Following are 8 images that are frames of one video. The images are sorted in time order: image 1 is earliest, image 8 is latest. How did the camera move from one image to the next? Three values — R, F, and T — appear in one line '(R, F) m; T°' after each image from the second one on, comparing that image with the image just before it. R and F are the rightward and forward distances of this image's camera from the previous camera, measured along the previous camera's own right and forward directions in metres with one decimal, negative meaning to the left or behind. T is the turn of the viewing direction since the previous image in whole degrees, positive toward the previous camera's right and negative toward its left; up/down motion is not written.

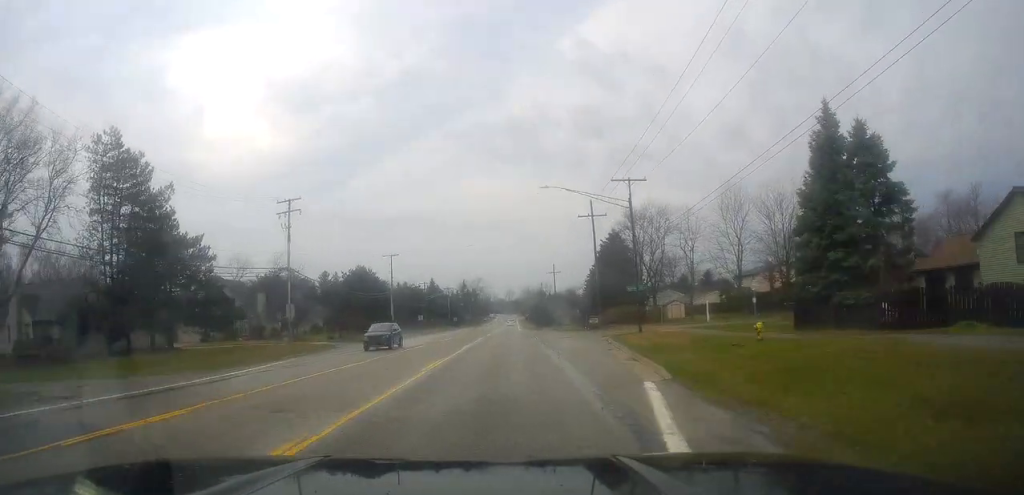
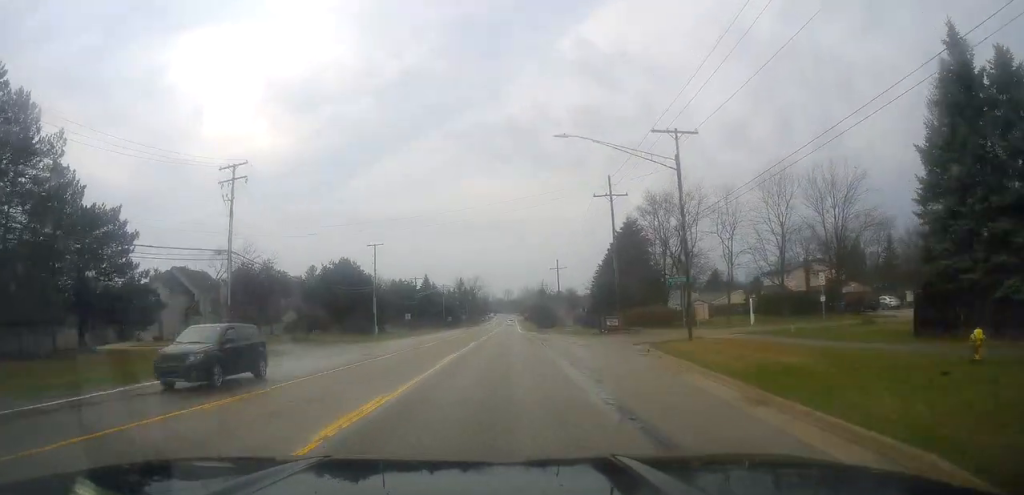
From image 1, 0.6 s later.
(0.0, +10.9) m; 0°
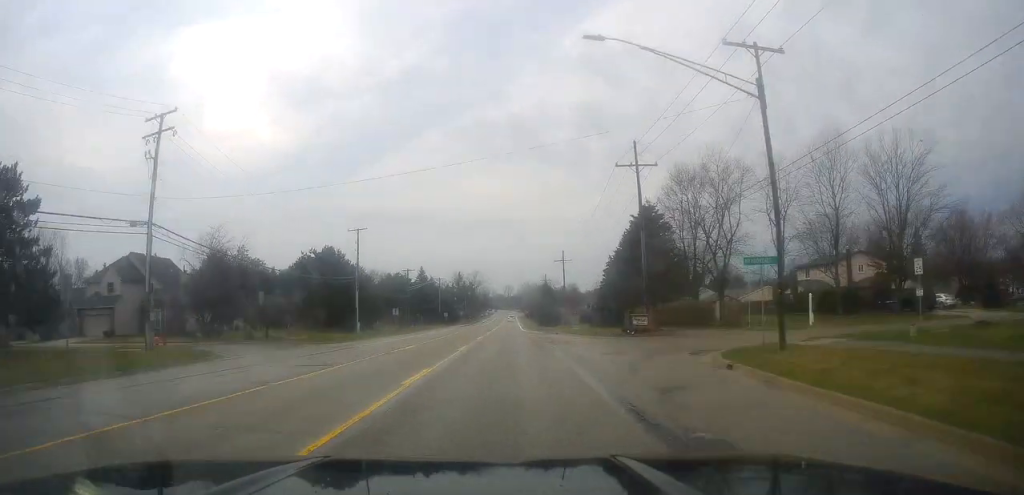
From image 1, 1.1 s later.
(+0.1, +9.7) m; -1°
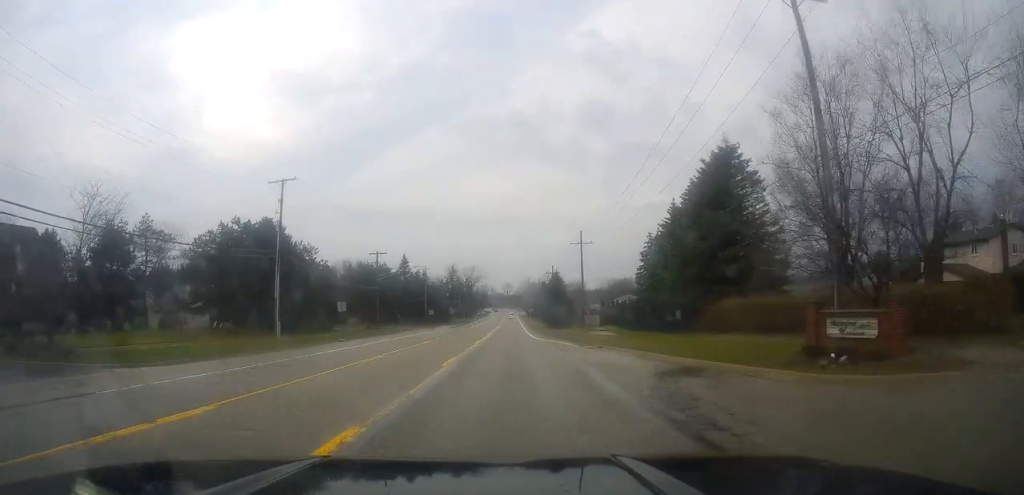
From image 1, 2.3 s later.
(-0.5, +24.4) m; -1°
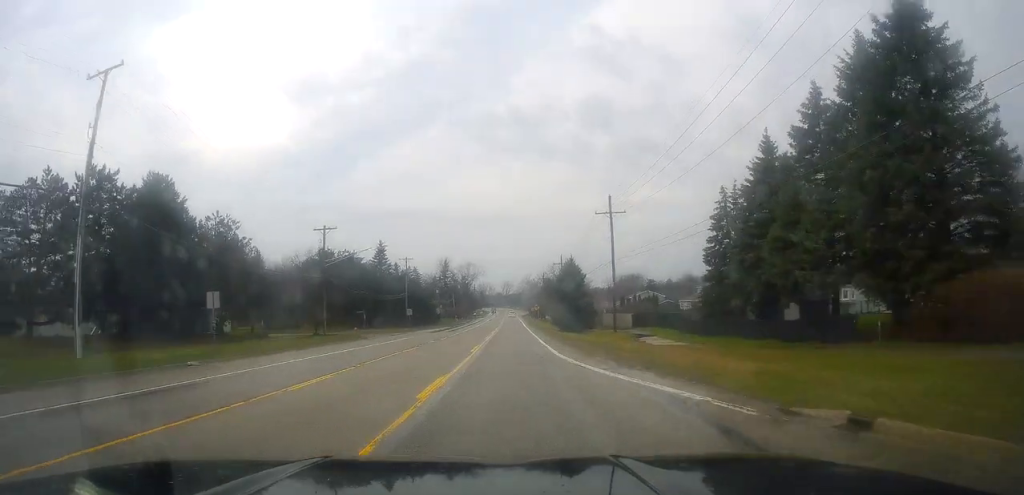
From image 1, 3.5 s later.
(+0.3, +22.8) m; +1°
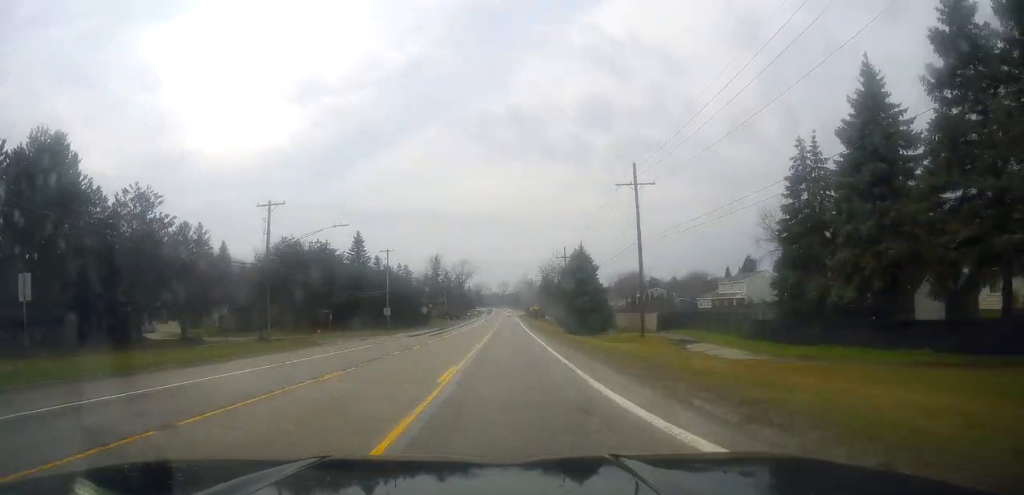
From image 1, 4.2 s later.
(0.0, +12.8) m; 0°
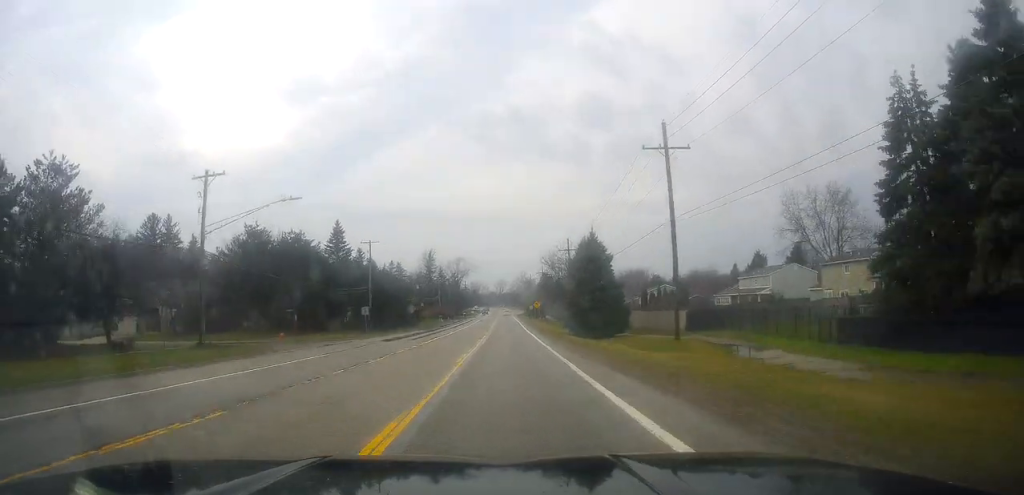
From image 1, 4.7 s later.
(0.0, +9.6) m; 0°
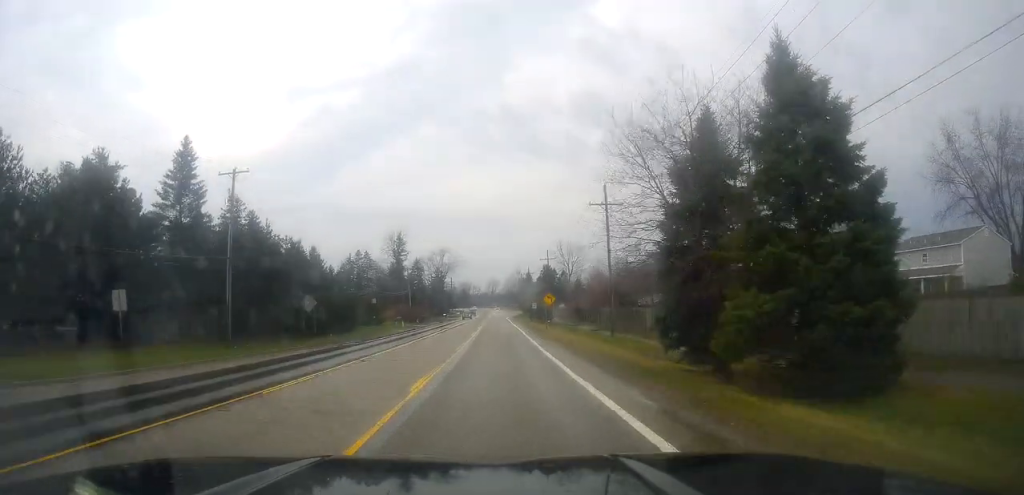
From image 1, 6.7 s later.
(+0.1, +37.9) m; +2°
